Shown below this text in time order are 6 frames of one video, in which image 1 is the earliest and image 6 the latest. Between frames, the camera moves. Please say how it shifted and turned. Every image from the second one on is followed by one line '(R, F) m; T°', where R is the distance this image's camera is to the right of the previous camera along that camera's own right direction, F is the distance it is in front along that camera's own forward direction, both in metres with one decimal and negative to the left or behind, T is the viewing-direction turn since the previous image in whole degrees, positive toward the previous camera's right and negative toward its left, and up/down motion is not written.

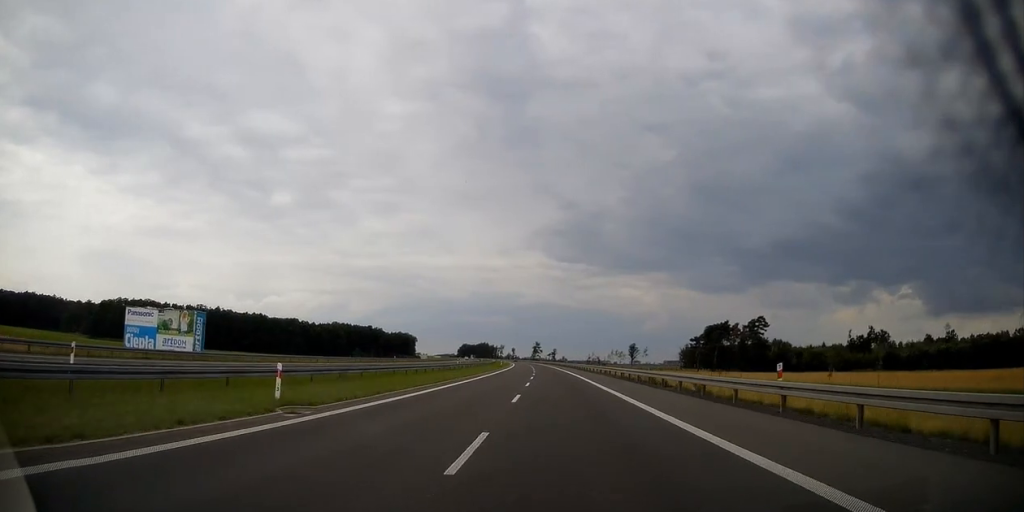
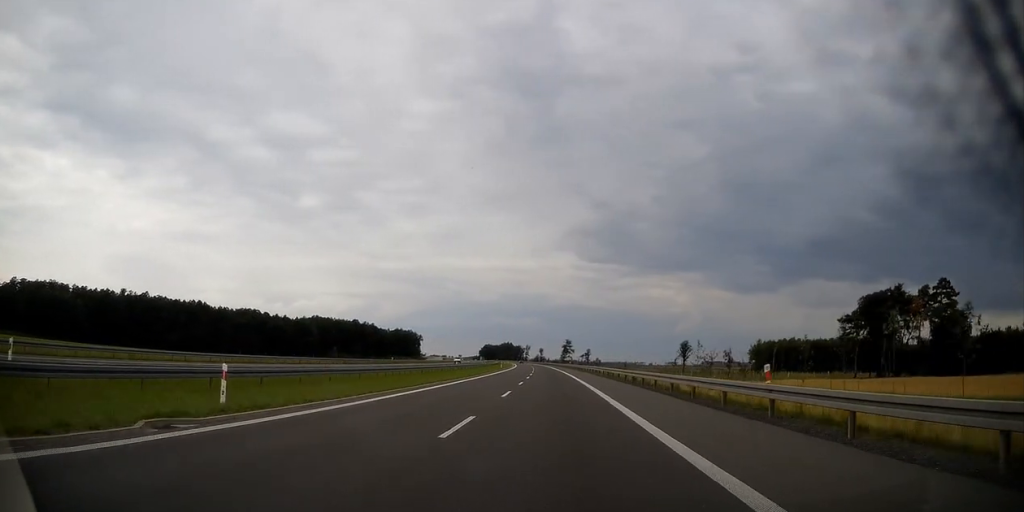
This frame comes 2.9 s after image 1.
(-2.4, +104.9) m; -3°
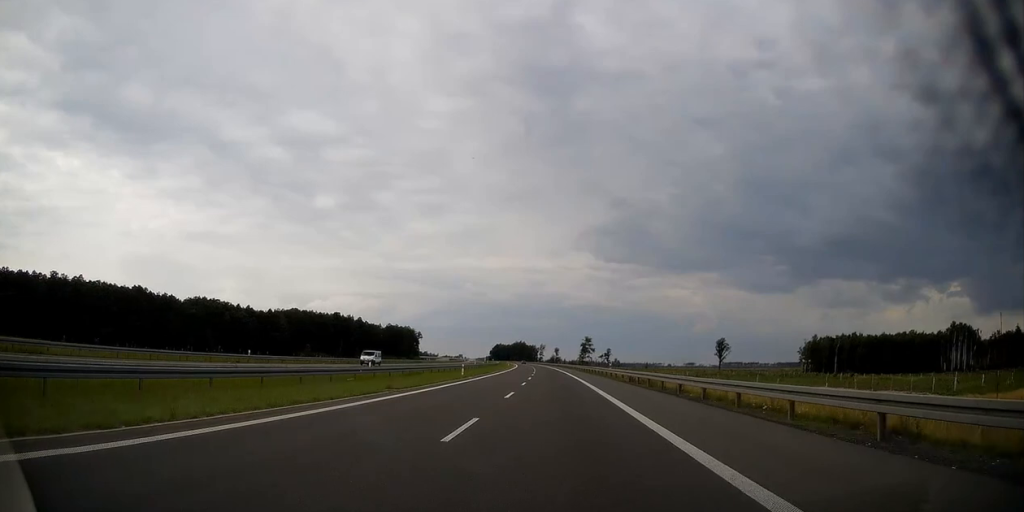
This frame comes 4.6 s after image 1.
(-0.9, +59.5) m; -2°
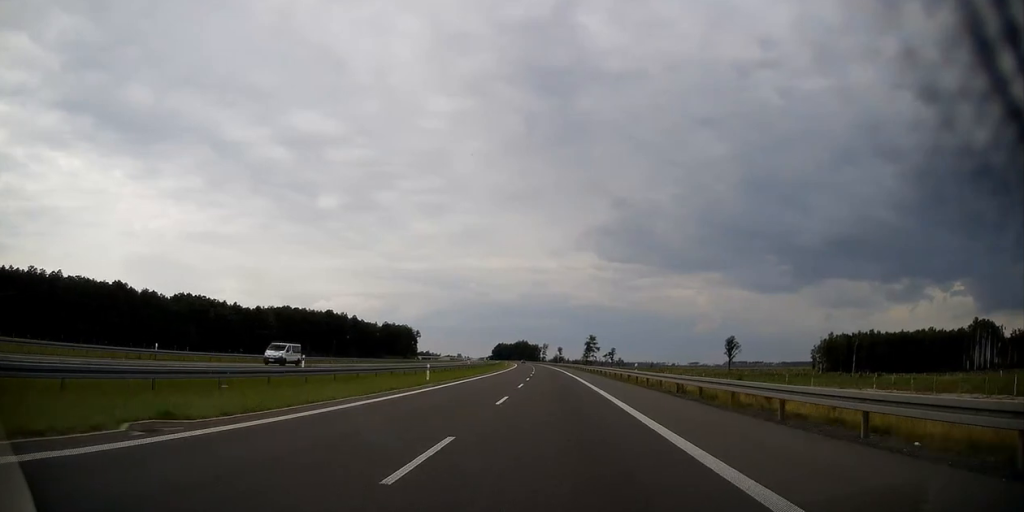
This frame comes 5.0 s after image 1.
(-0.1, +15.4) m; -1°
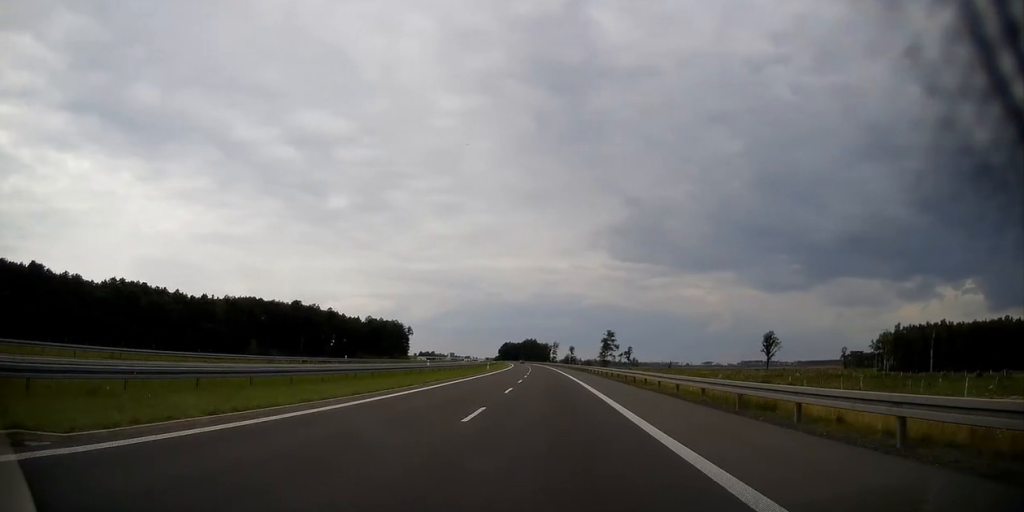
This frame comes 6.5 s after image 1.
(-0.5, +53.3) m; -1°
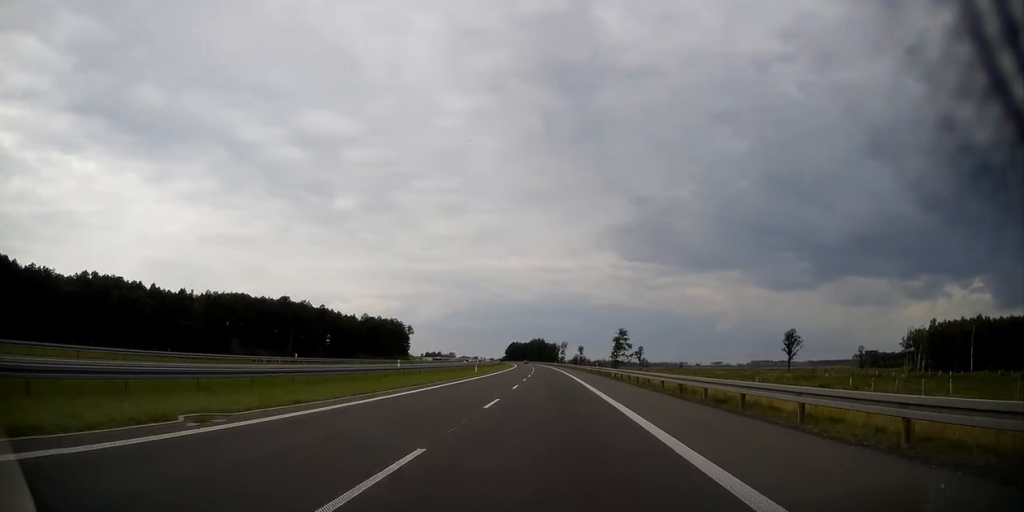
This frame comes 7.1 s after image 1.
(+0.1, +20.1) m; 0°
